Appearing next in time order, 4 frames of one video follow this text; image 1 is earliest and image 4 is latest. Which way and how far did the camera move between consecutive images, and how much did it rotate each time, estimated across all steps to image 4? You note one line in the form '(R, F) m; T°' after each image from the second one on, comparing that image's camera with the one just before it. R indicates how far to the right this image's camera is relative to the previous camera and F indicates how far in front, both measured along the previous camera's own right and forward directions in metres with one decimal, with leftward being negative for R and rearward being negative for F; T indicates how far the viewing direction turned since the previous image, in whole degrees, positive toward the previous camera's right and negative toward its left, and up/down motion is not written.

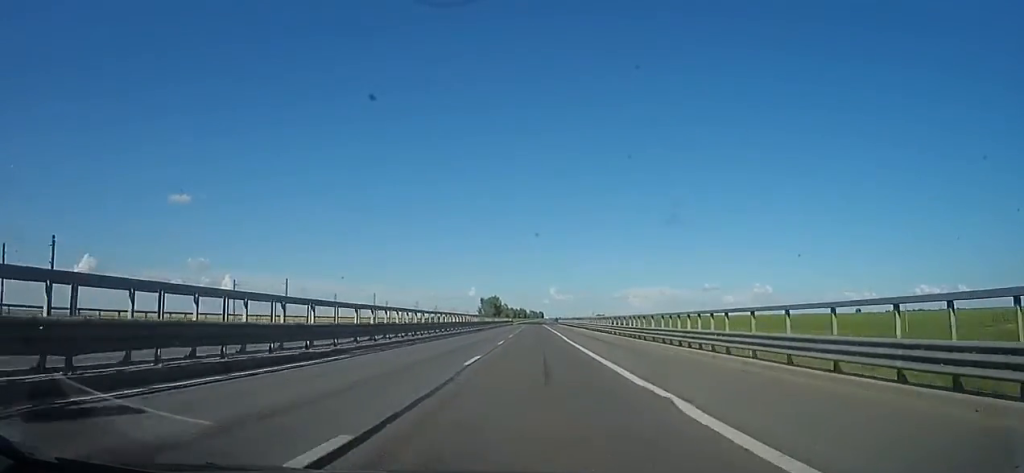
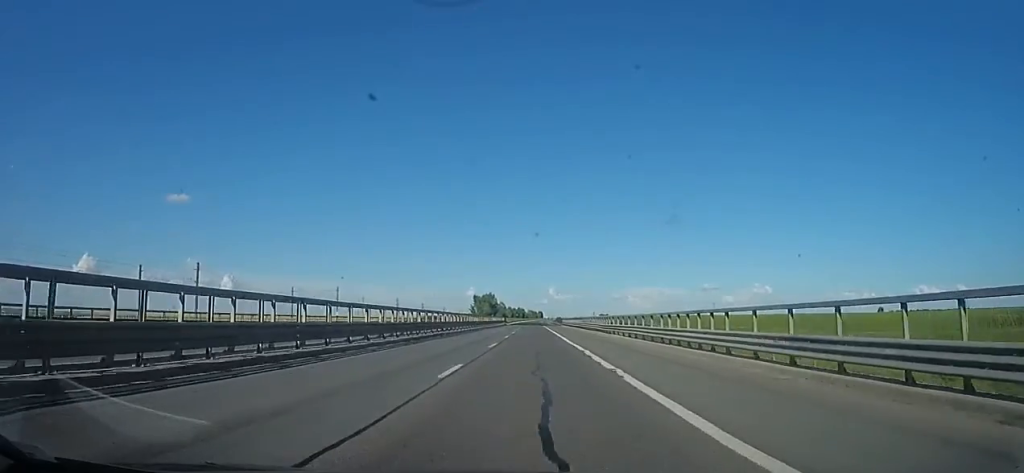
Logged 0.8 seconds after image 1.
(+0.3, +29.2) m; +1°
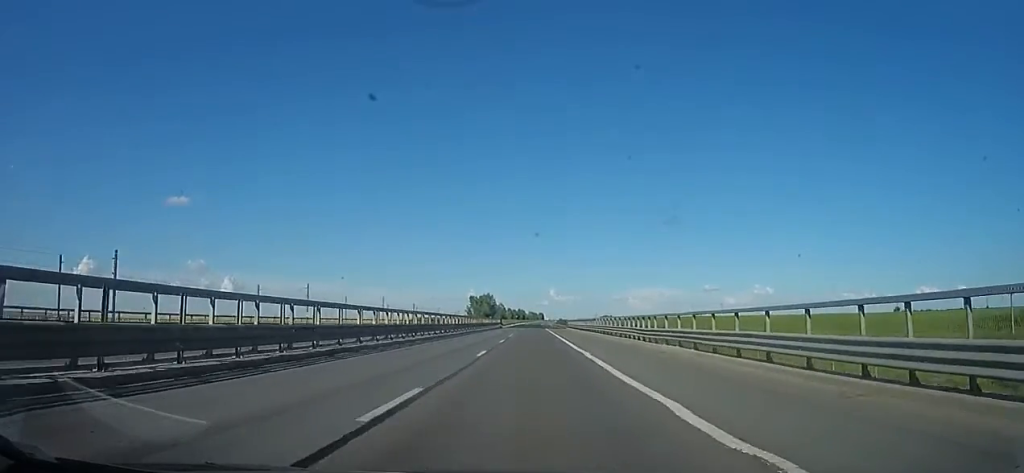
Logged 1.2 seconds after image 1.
(0.0, +15.5) m; +1°
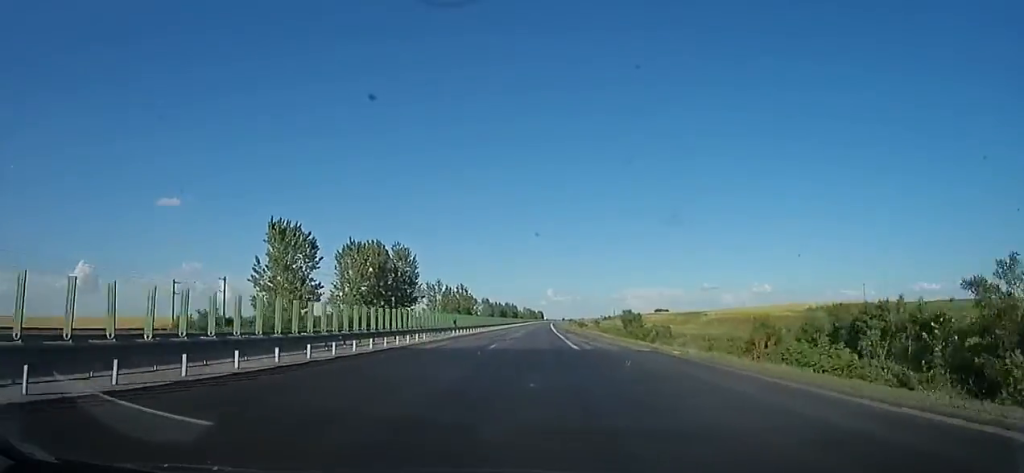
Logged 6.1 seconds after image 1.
(-2.0, +168.5) m; 0°
